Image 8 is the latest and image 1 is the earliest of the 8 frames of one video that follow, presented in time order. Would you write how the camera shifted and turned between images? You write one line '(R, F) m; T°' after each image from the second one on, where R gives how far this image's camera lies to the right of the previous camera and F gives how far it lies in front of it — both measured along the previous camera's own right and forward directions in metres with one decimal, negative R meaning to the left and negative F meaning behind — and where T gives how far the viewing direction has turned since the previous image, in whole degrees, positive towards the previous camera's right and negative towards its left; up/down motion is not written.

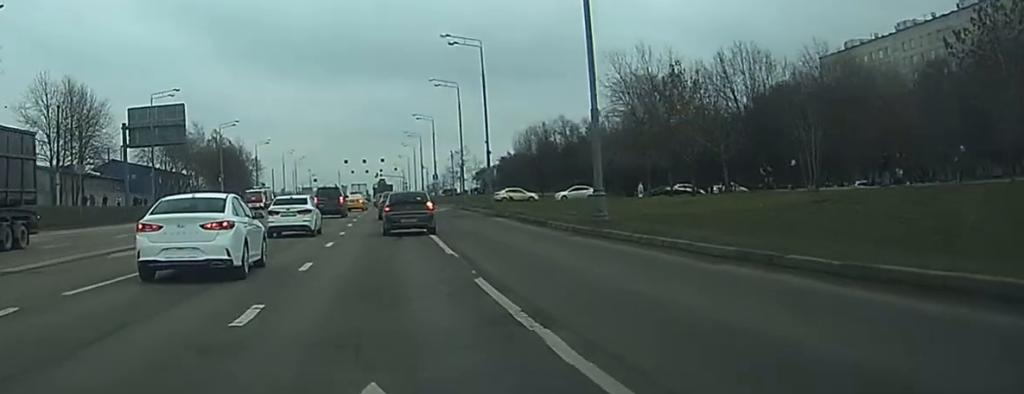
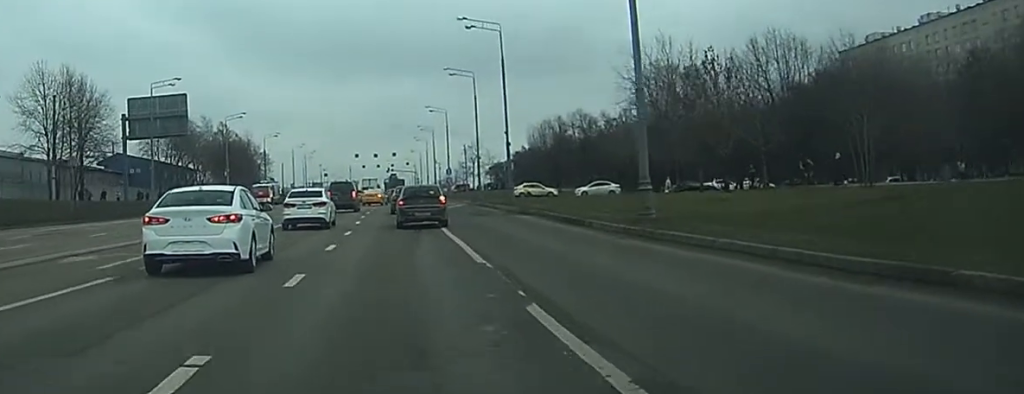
(0.0, +4.5) m; 0°
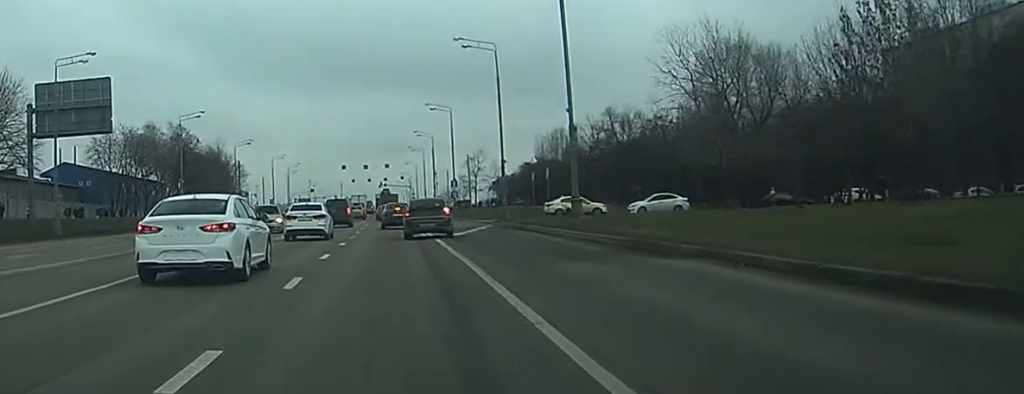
(+0.6, +24.0) m; +2°
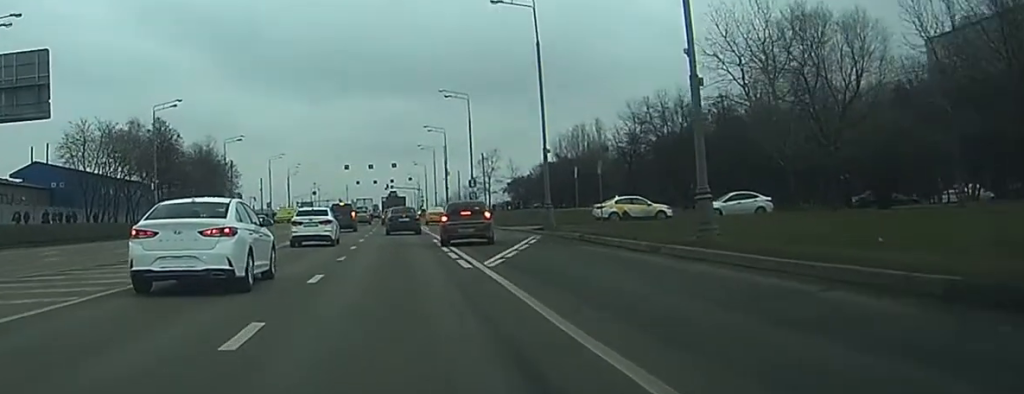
(-0.2, +13.7) m; -1°
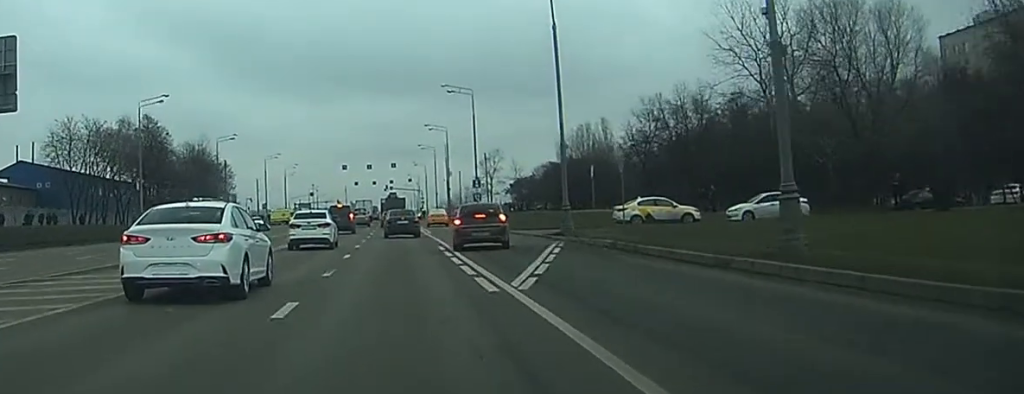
(-0.1, +4.8) m; 0°
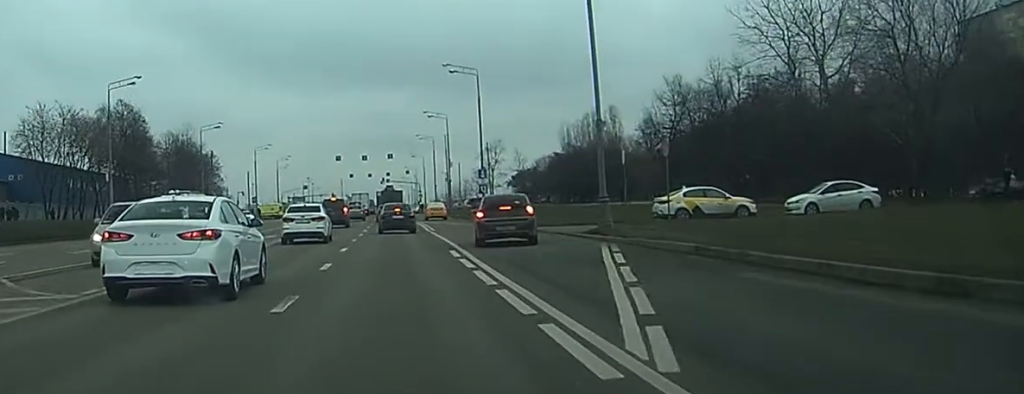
(+0.1, +7.8) m; +1°
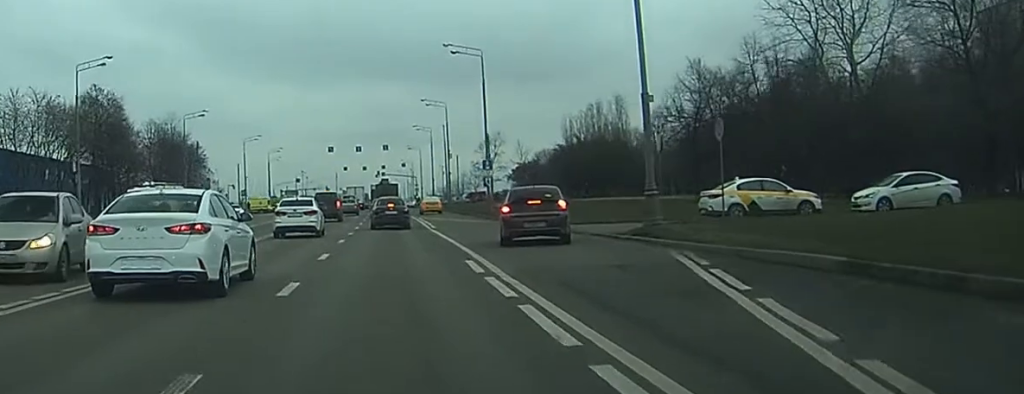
(0.0, +7.1) m; +1°
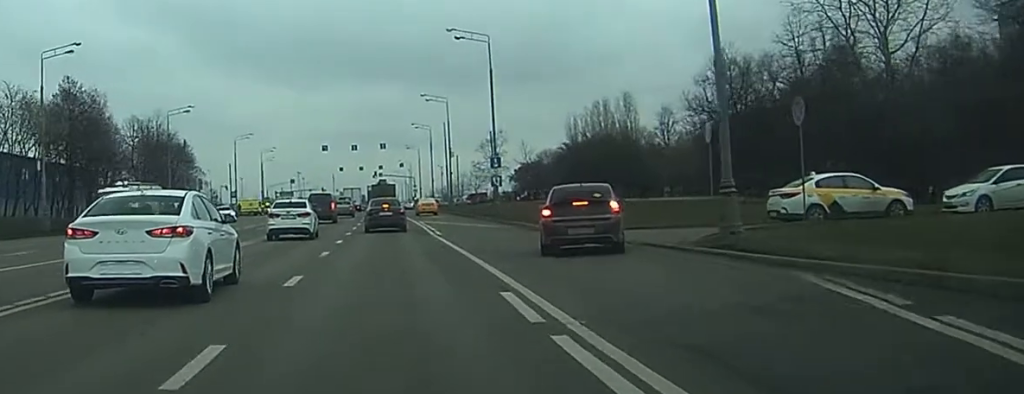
(0.0, +6.8) m; +1°
